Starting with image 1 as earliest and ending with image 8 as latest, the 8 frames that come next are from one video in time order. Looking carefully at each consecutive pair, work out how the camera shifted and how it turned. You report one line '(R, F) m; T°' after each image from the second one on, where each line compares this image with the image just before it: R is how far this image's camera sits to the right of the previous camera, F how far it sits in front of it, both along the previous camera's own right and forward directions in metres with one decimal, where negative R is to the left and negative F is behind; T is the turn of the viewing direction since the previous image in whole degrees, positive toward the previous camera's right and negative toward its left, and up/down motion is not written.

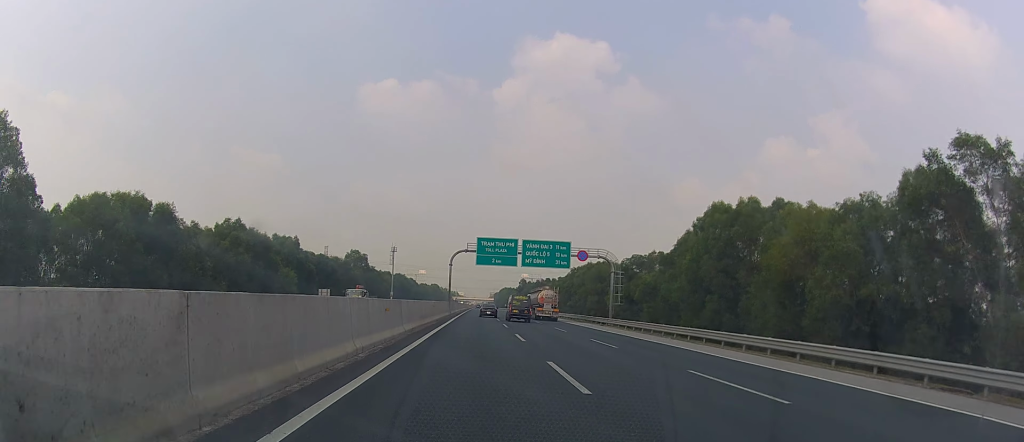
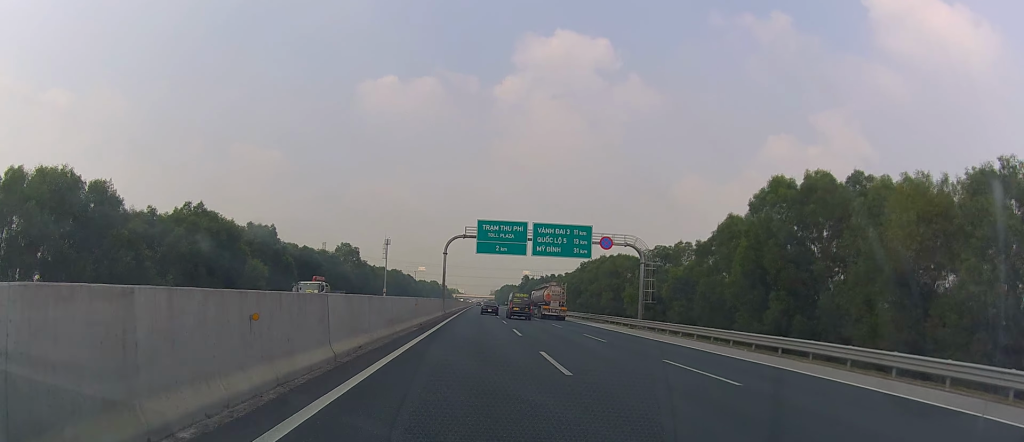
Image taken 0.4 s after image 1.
(+0.2, +13.6) m; 0°
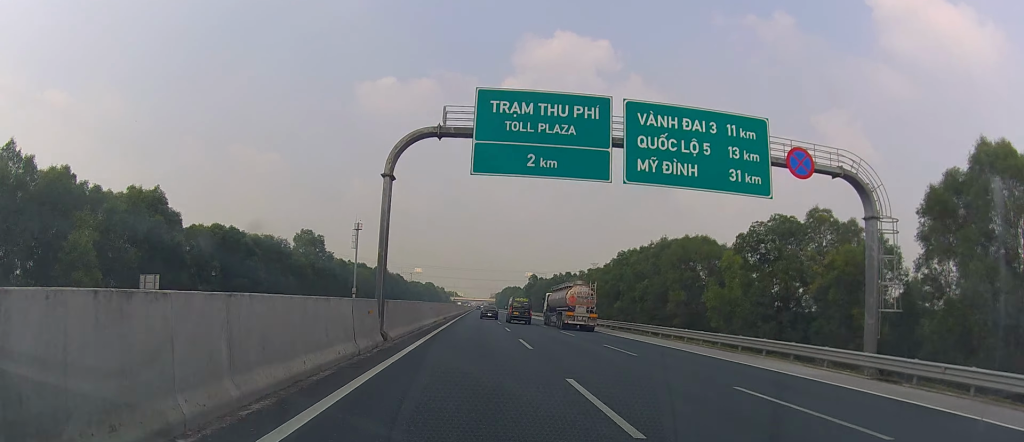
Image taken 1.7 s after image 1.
(-0.7, +38.0) m; -1°
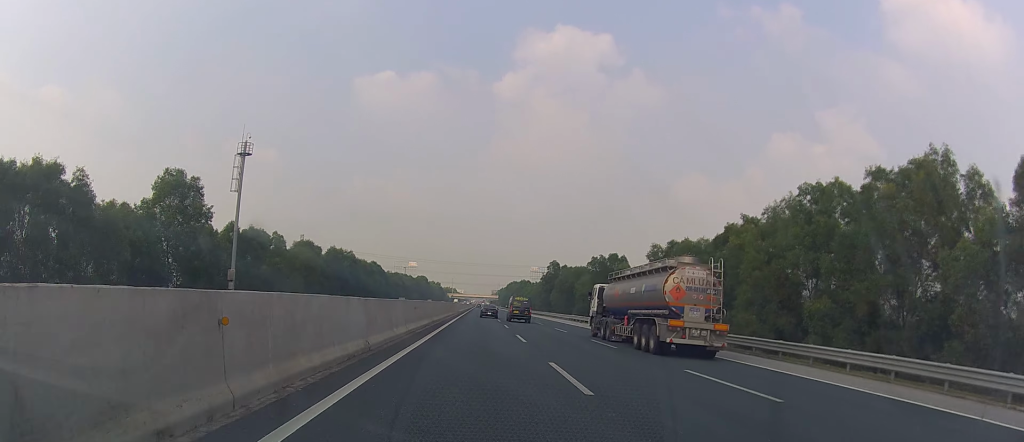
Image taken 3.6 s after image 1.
(+0.2, +59.5) m; +1°
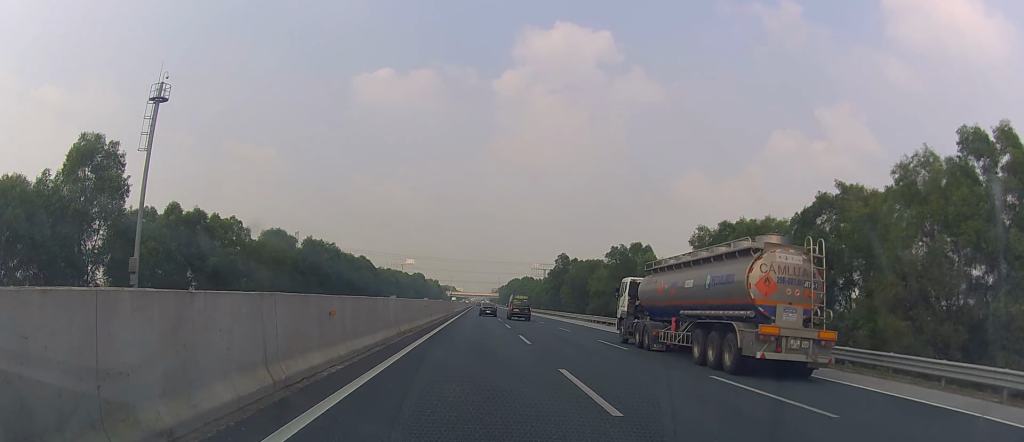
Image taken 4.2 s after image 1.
(0.0, +18.1) m; 0°
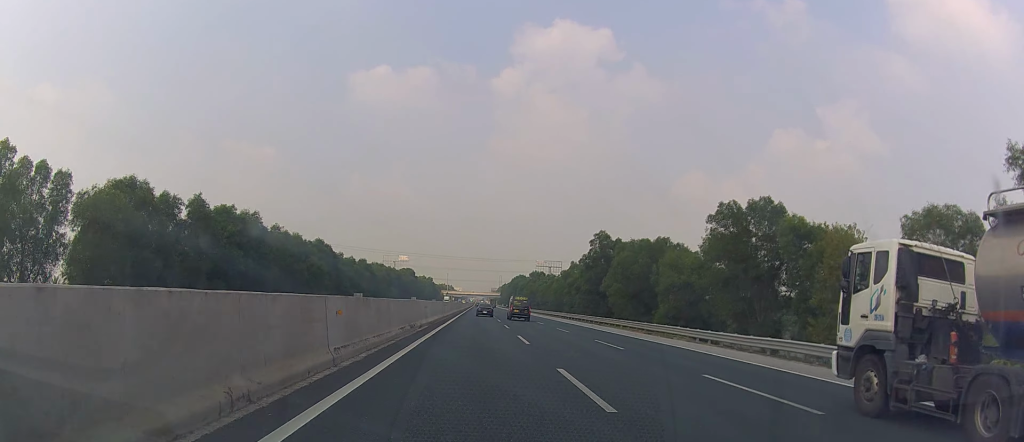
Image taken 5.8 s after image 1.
(+0.2, +47.1) m; 0°
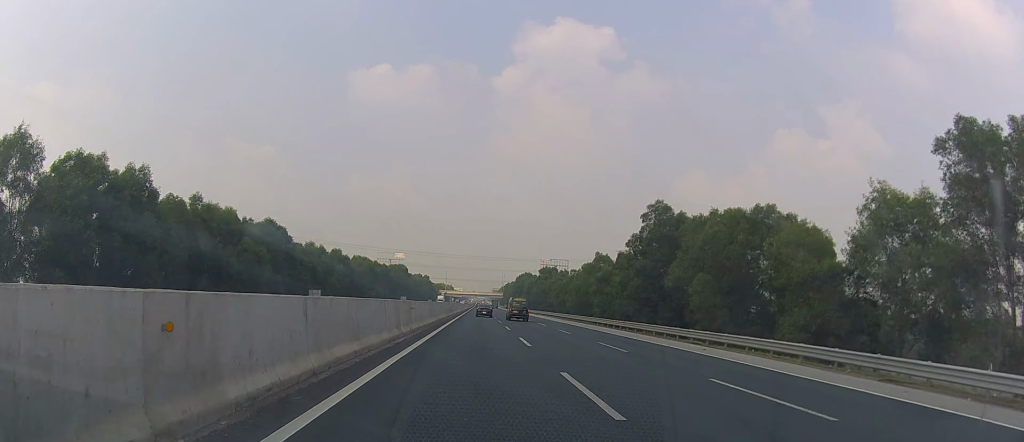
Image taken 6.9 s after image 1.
(-0.3, +32.4) m; -1°
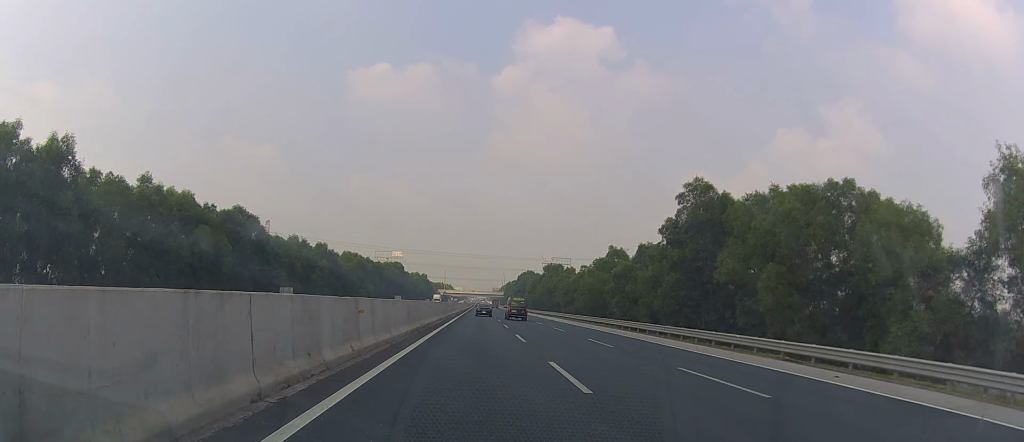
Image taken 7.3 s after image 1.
(-0.1, +13.2) m; 0°
